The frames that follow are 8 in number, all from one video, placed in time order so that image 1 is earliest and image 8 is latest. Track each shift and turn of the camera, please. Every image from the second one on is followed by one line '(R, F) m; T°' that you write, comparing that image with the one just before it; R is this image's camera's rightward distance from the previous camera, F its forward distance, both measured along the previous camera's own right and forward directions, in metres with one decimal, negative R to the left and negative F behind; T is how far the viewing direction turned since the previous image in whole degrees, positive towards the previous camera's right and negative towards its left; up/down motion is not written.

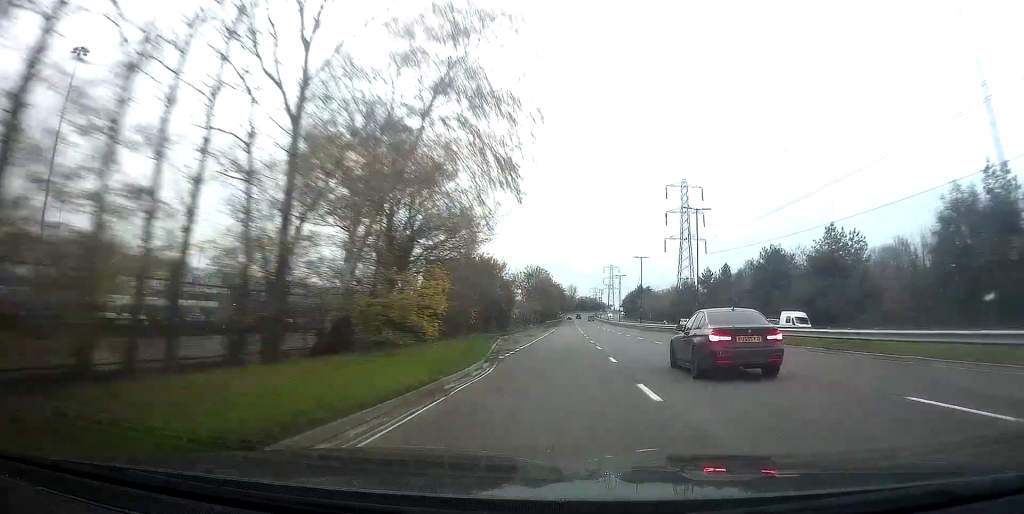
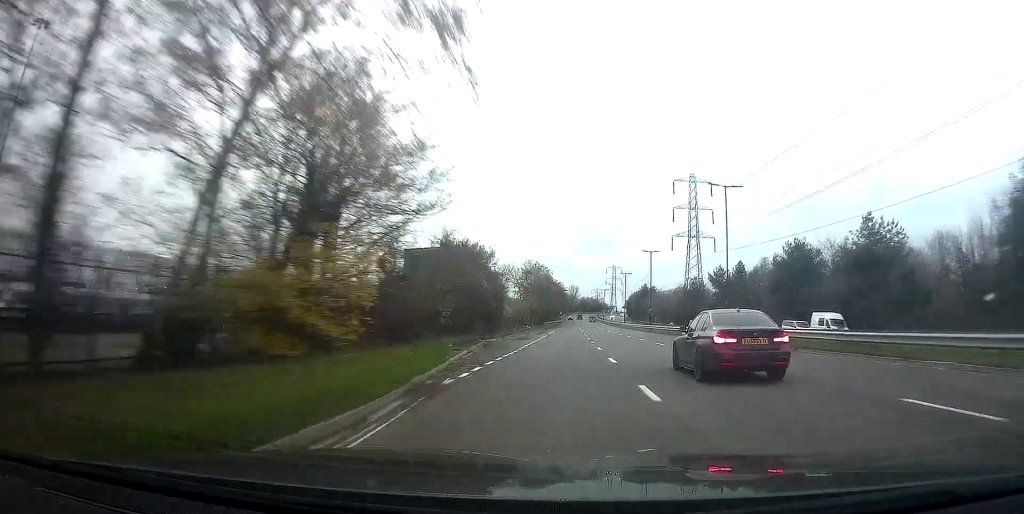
(-0.2, +8.8) m; +1°
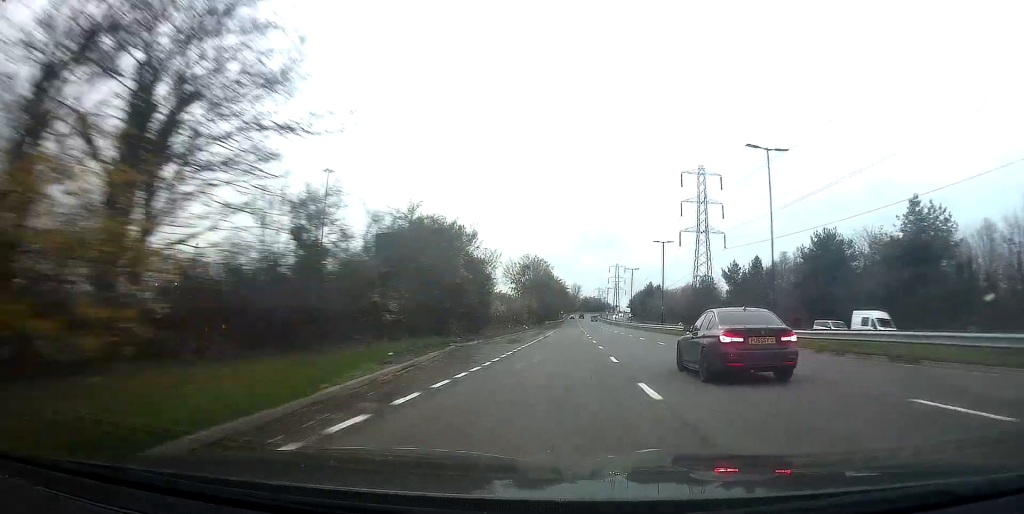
(0.0, +8.8) m; 0°
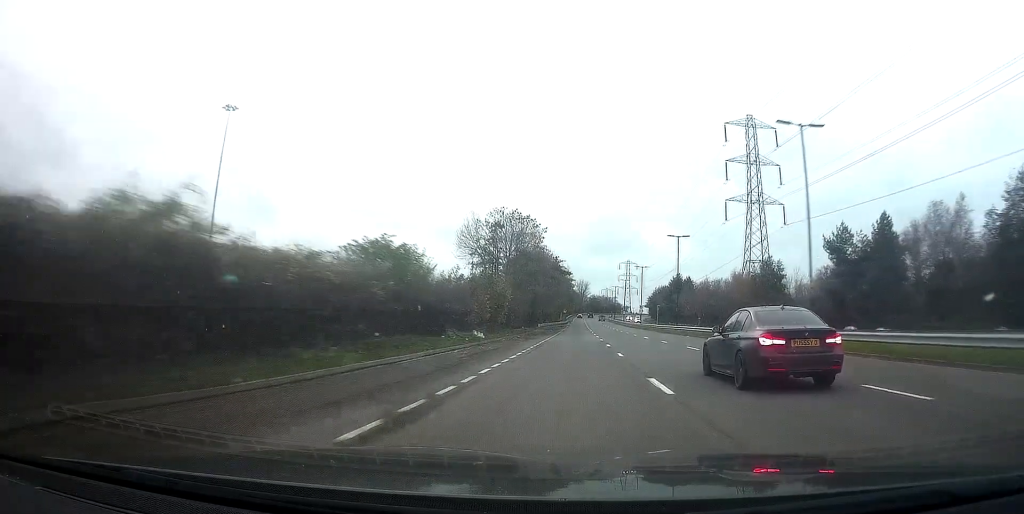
(-0.2, +41.8) m; -1°
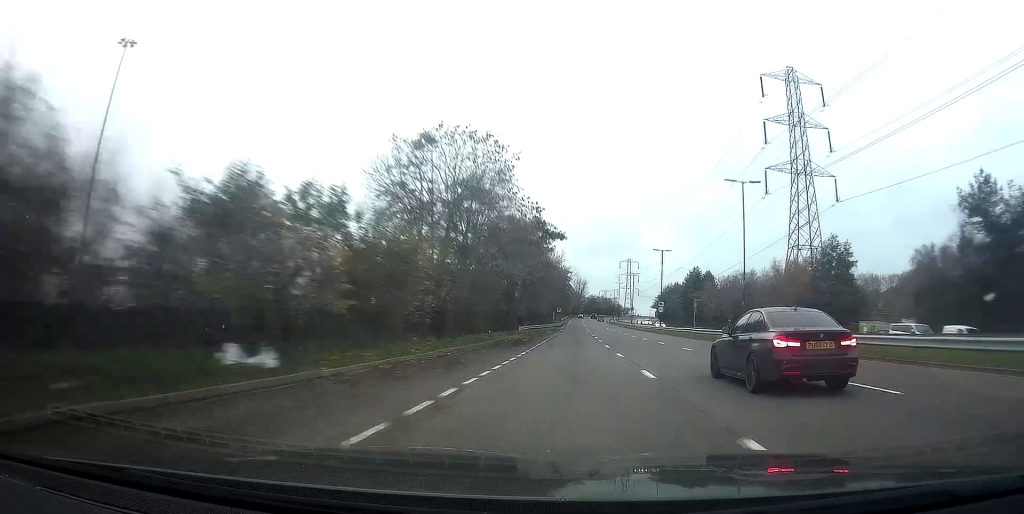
(0.0, +25.8) m; +1°
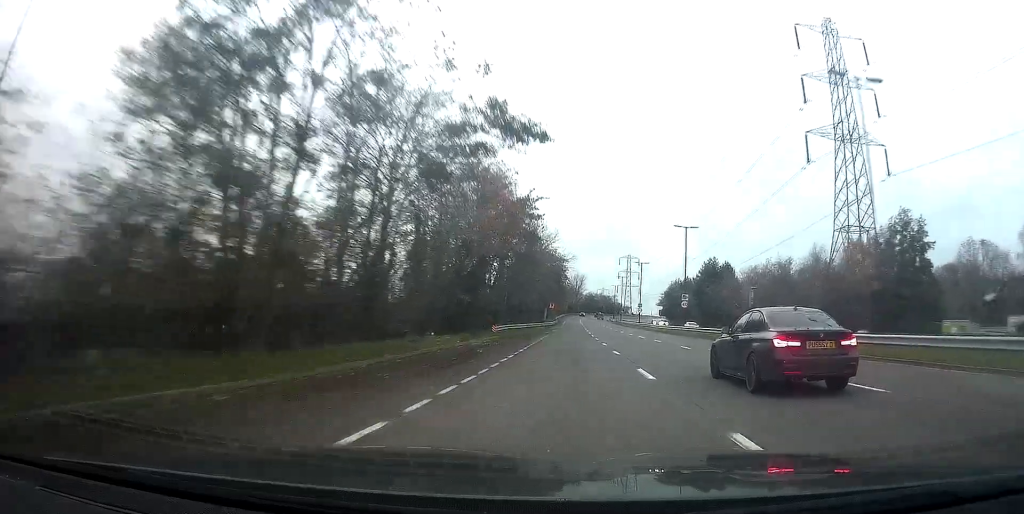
(+0.3, +17.6) m; +1°
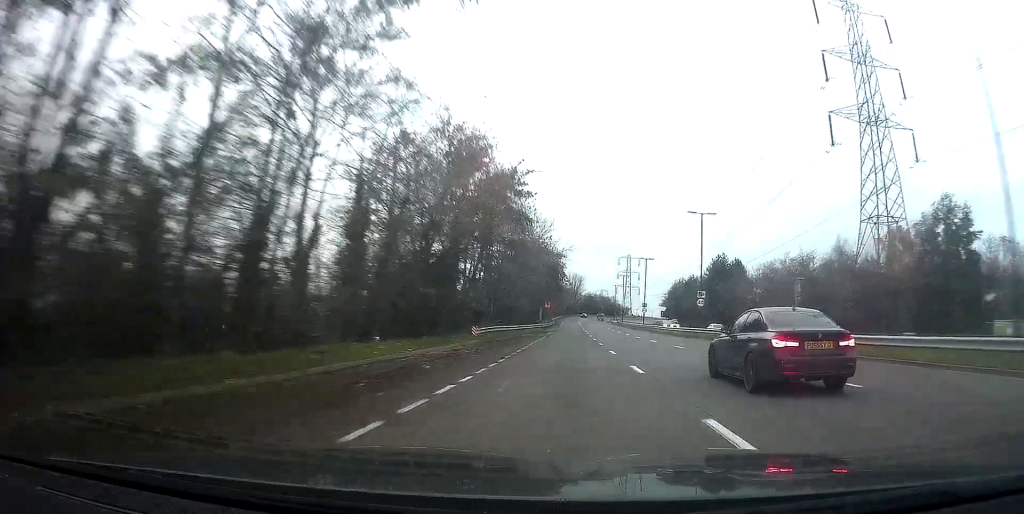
(+0.1, +7.8) m; 0°
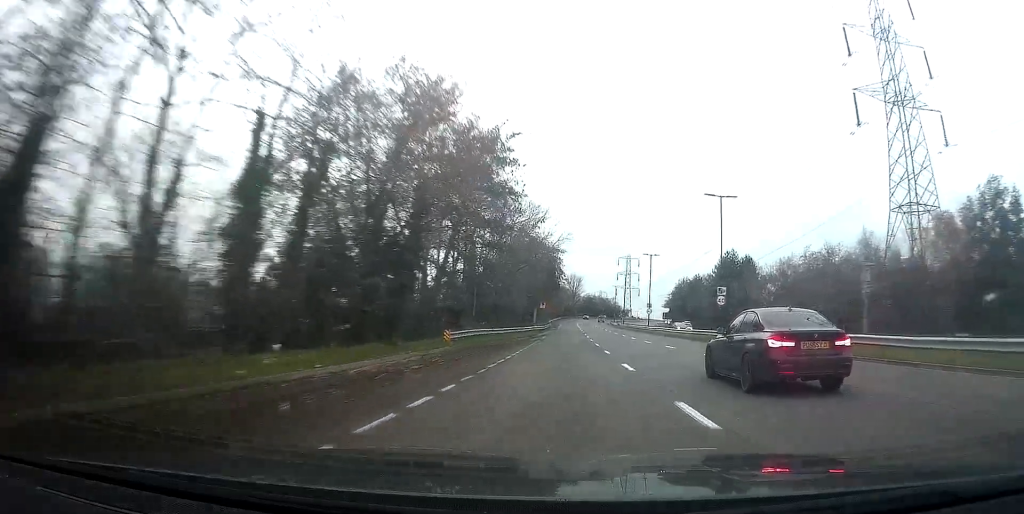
(0.0, +7.2) m; 0°
